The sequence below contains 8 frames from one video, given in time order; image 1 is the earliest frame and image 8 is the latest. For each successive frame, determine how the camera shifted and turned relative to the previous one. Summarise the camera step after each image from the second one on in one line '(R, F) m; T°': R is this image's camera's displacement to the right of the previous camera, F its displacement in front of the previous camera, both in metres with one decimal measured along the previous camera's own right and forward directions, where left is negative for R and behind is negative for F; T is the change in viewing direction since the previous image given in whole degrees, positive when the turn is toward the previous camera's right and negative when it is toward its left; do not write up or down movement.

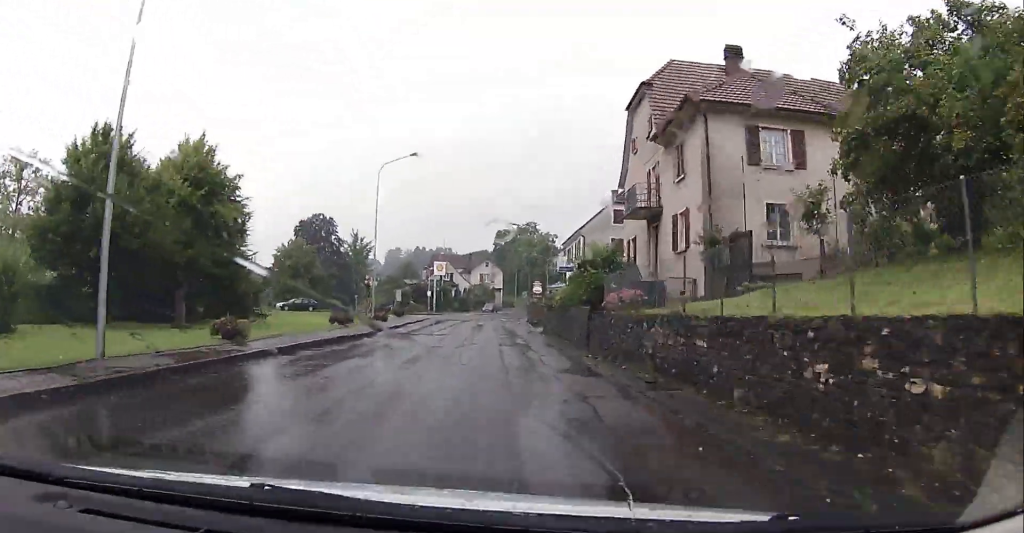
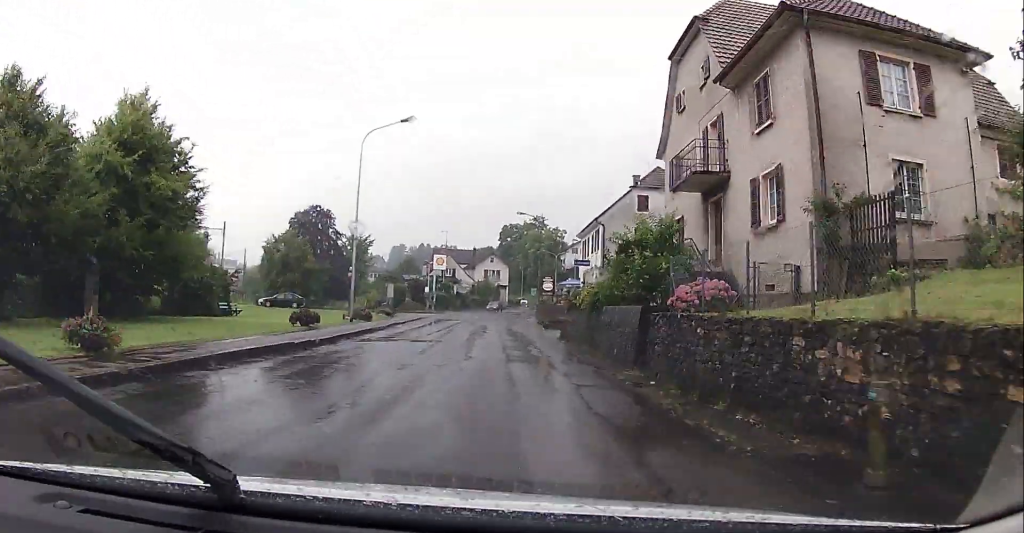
(0.0, +7.1) m; -1°
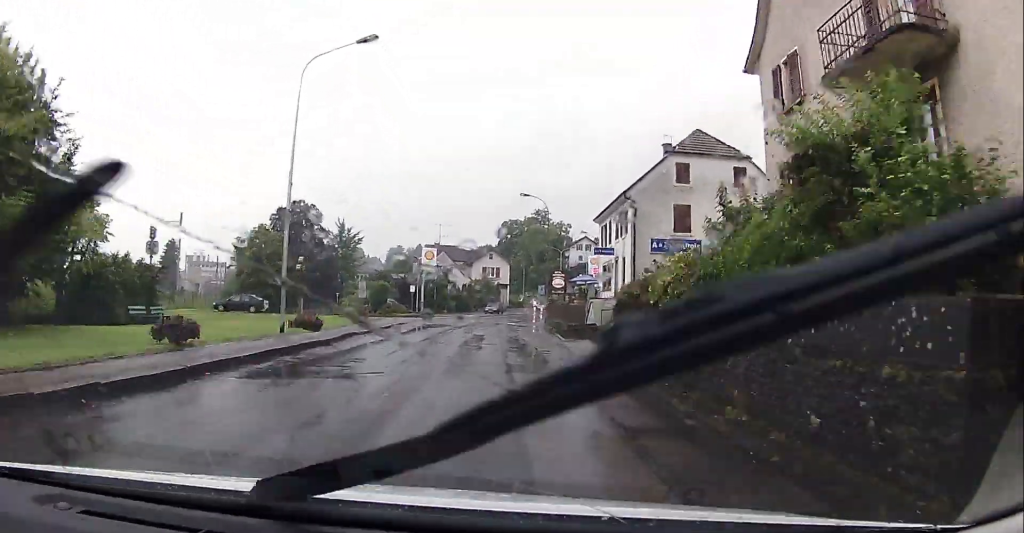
(-0.1, +10.8) m; -1°
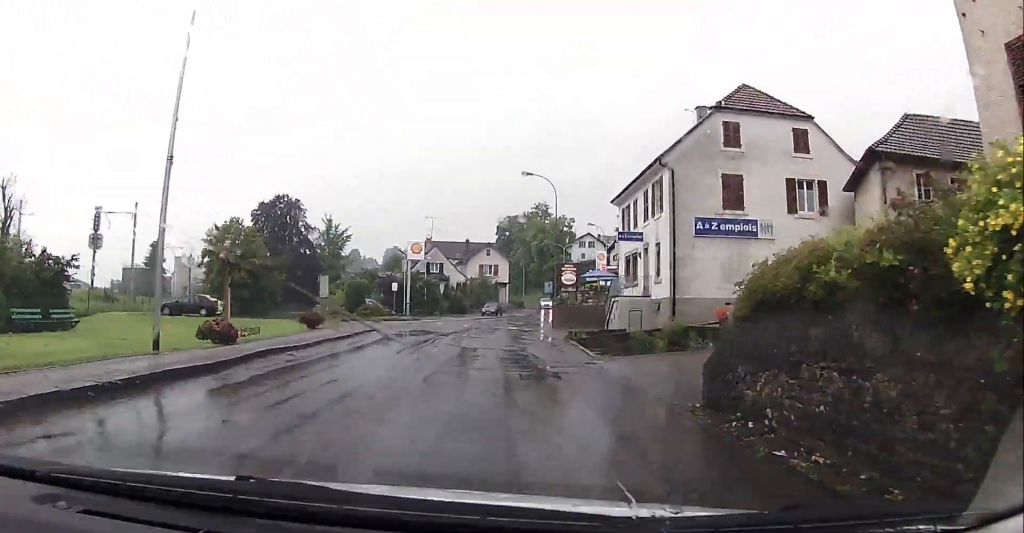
(-0.1, +8.6) m; 0°
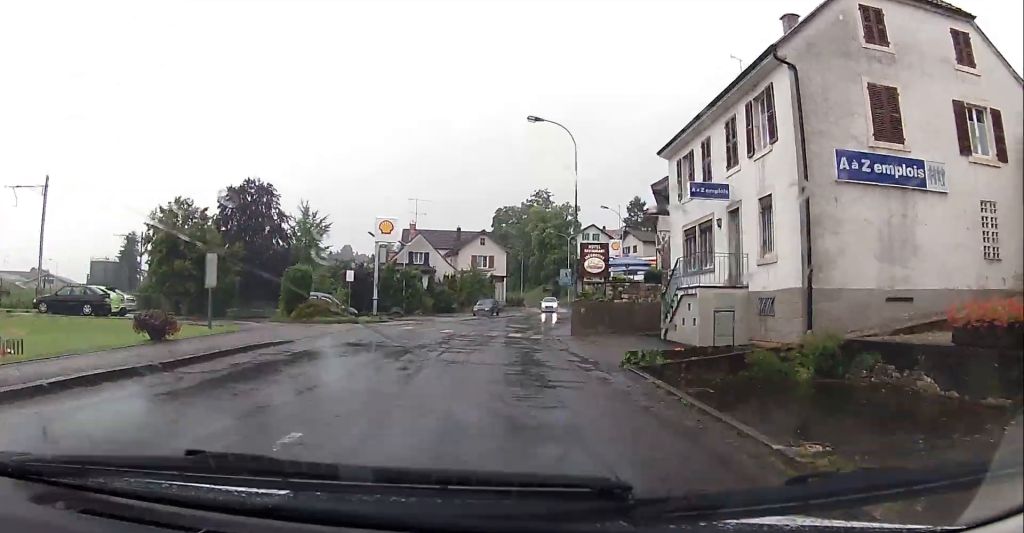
(+0.2, +12.5) m; +3°
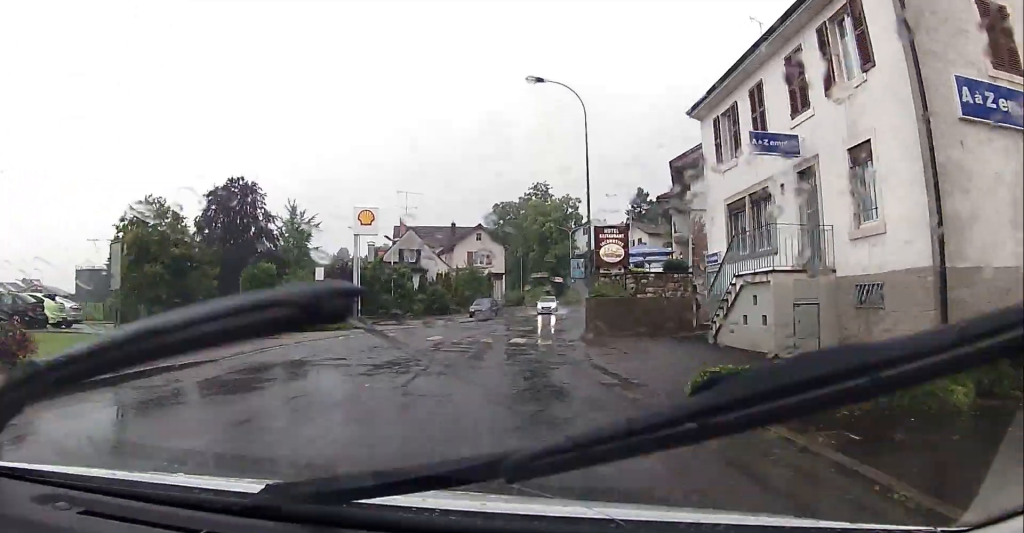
(+0.1, +5.3) m; +1°
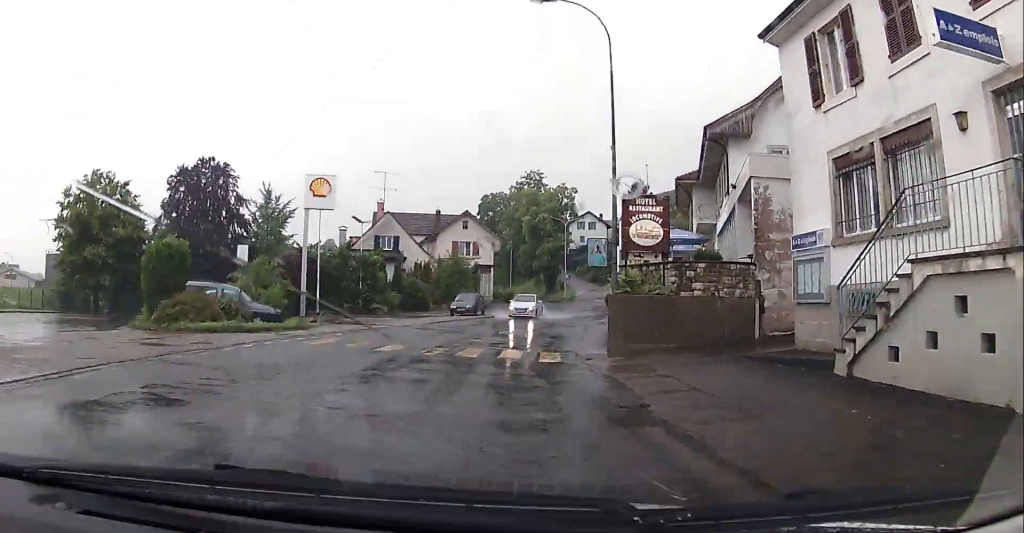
(+0.1, +7.6) m; +1°
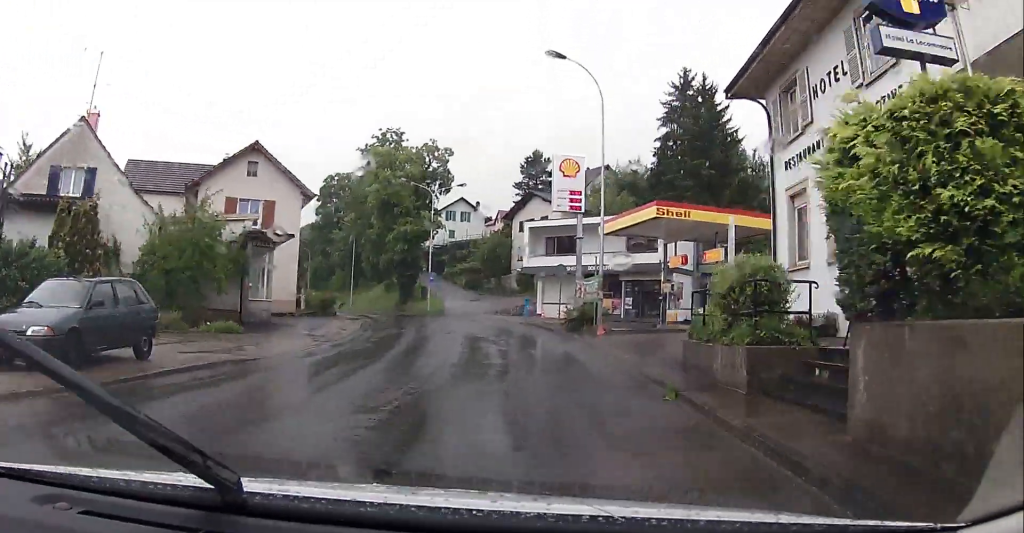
(+2.1, +30.5) m; +9°
